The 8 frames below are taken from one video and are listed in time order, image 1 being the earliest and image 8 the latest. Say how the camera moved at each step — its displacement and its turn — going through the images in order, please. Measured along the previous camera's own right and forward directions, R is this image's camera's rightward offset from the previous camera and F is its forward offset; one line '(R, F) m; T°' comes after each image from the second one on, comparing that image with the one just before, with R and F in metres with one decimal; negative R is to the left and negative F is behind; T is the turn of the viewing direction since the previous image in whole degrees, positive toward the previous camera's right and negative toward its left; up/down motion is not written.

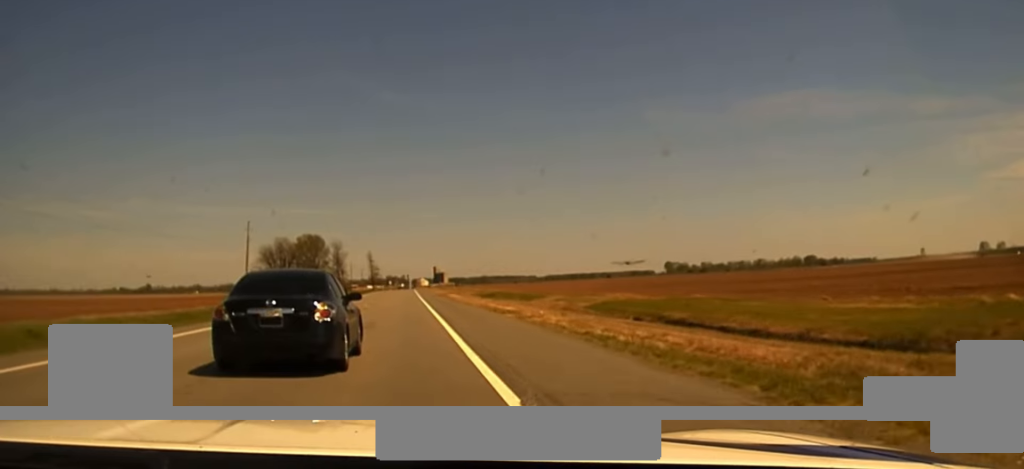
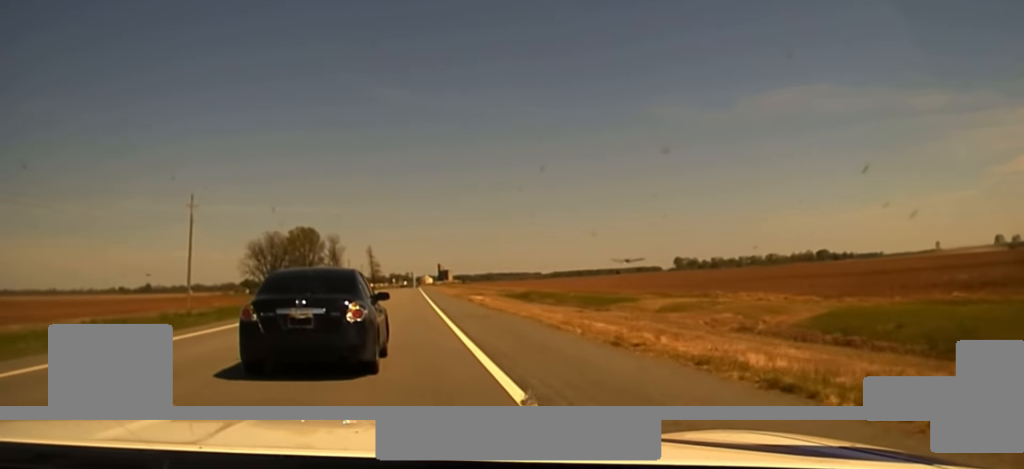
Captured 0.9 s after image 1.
(+0.2, +31.1) m; 0°
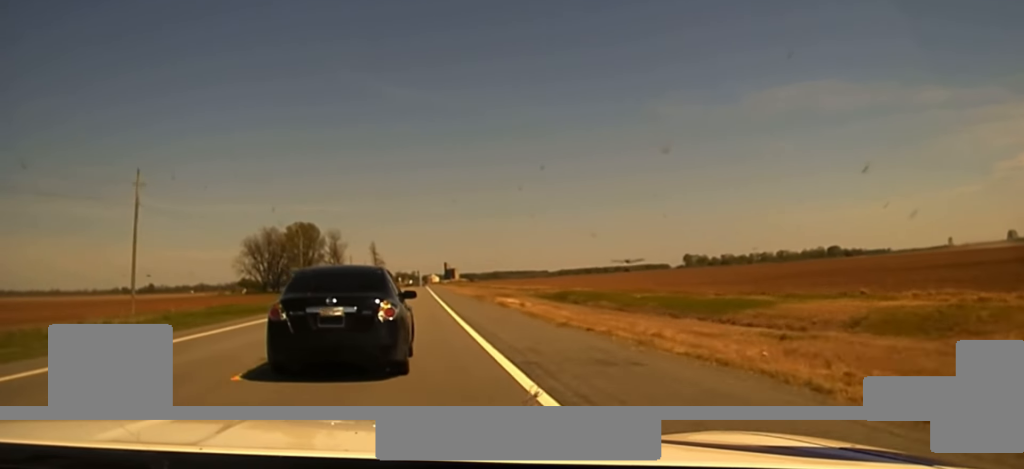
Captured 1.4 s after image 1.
(-0.2, +18.9) m; 0°
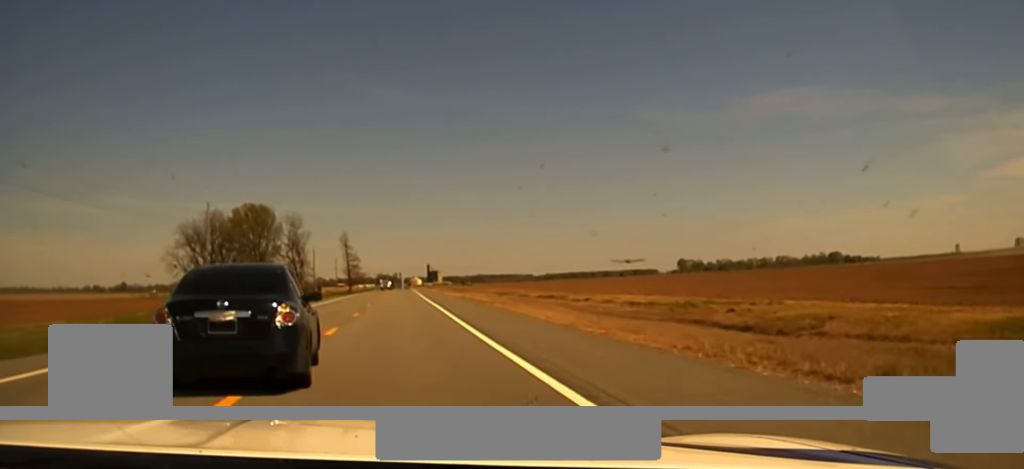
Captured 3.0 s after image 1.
(-0.1, +65.0) m; 0°
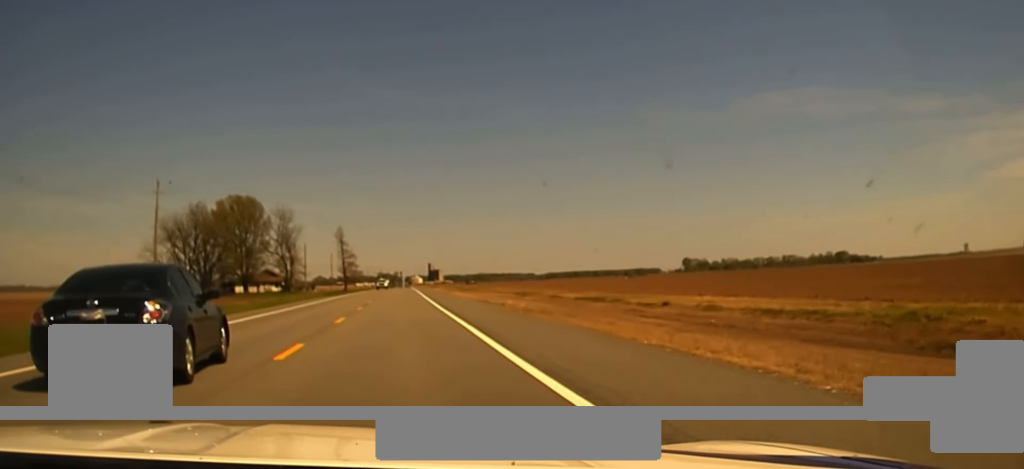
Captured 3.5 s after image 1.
(+0.1, +20.9) m; 0°
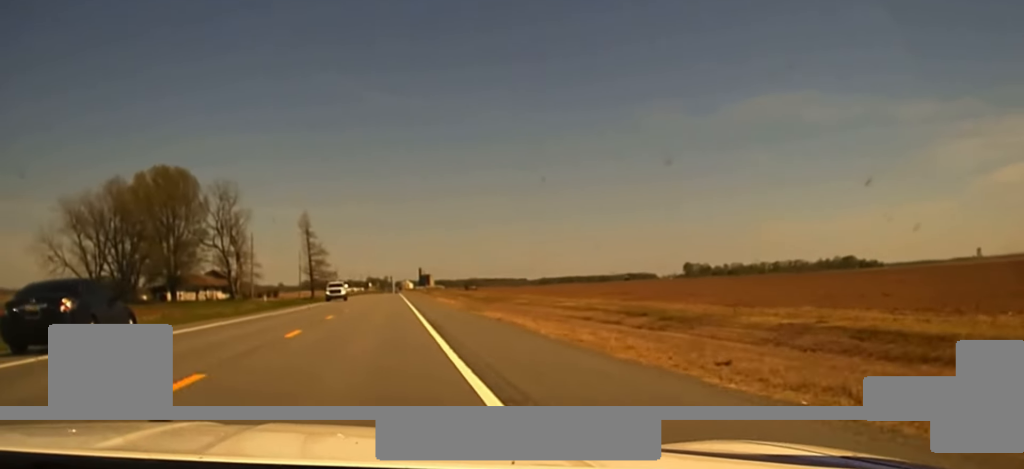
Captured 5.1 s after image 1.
(+0.5, +53.9) m; +1°
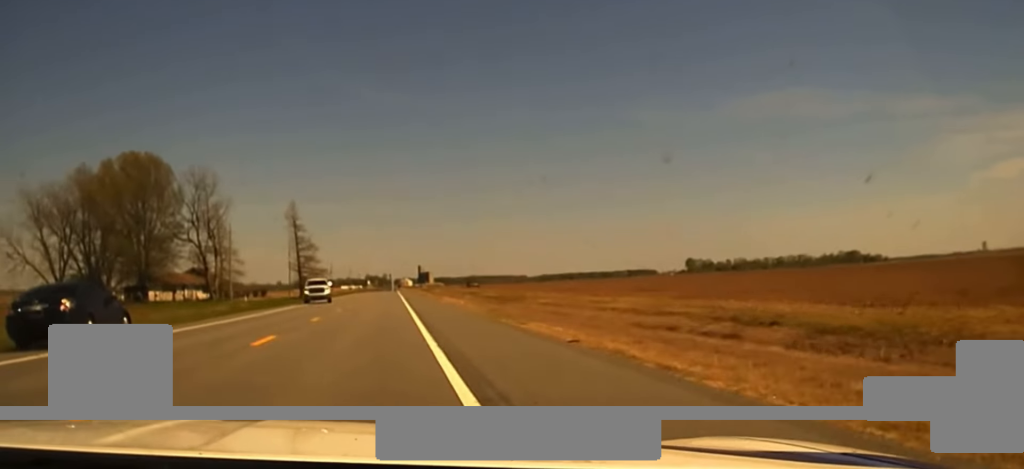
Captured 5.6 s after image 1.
(+0.1, +15.9) m; 0°
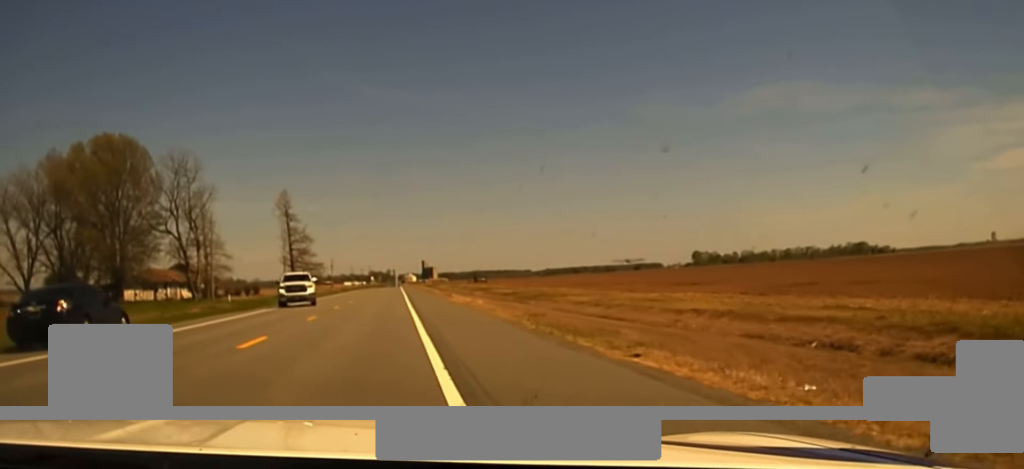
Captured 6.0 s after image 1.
(0.0, +12.9) m; 0°
